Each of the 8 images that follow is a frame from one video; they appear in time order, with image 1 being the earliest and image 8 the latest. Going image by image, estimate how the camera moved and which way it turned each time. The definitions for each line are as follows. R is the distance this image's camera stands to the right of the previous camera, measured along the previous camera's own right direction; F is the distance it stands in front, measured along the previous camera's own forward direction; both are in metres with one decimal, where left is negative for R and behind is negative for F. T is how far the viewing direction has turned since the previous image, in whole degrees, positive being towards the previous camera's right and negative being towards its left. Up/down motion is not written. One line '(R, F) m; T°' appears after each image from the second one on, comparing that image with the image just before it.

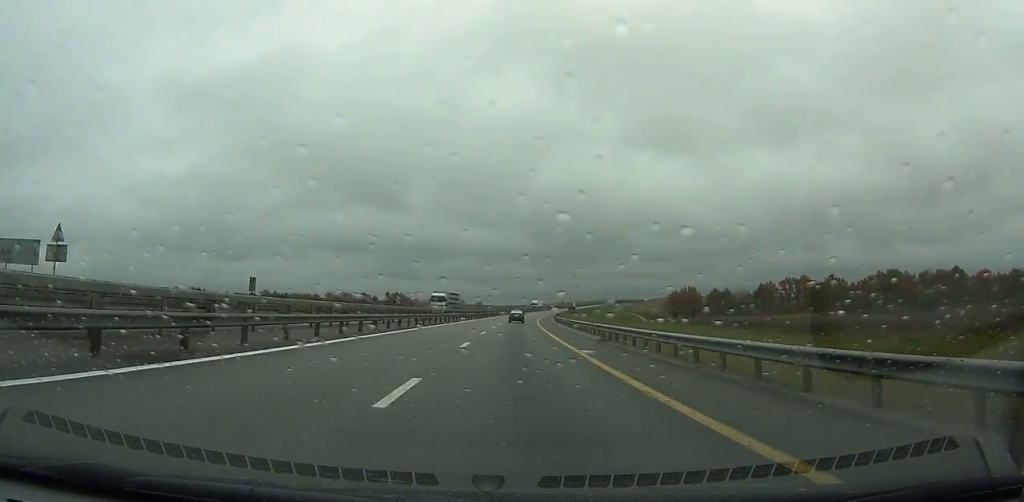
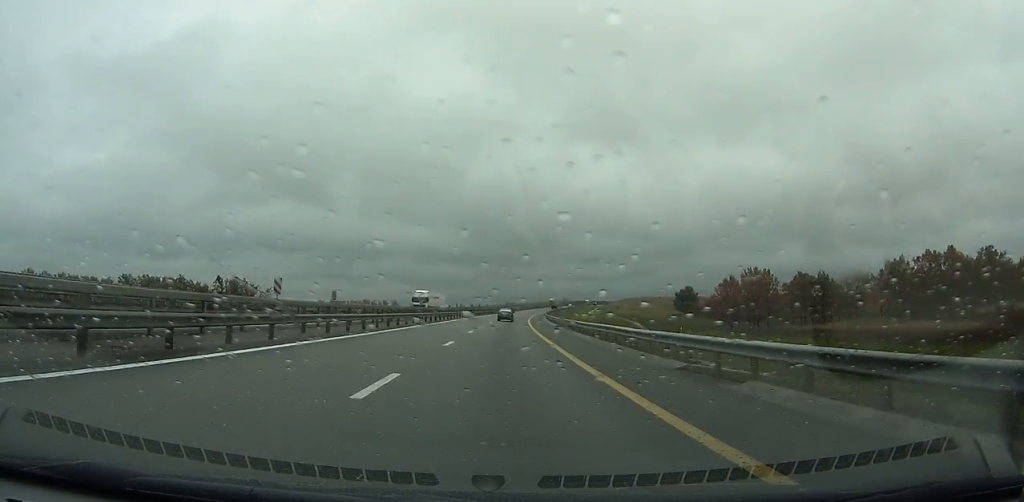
(+4.0, +102.3) m; +5°
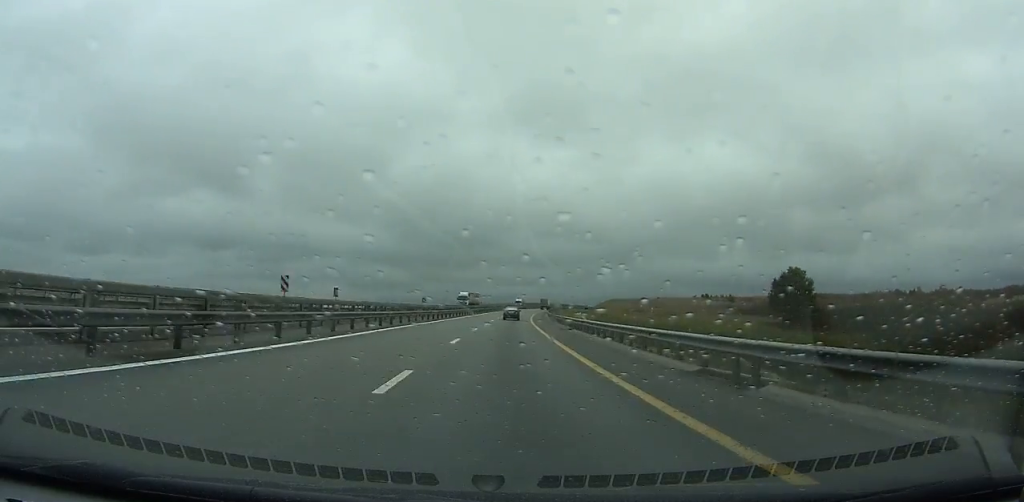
(+5.8, +115.4) m; +6°
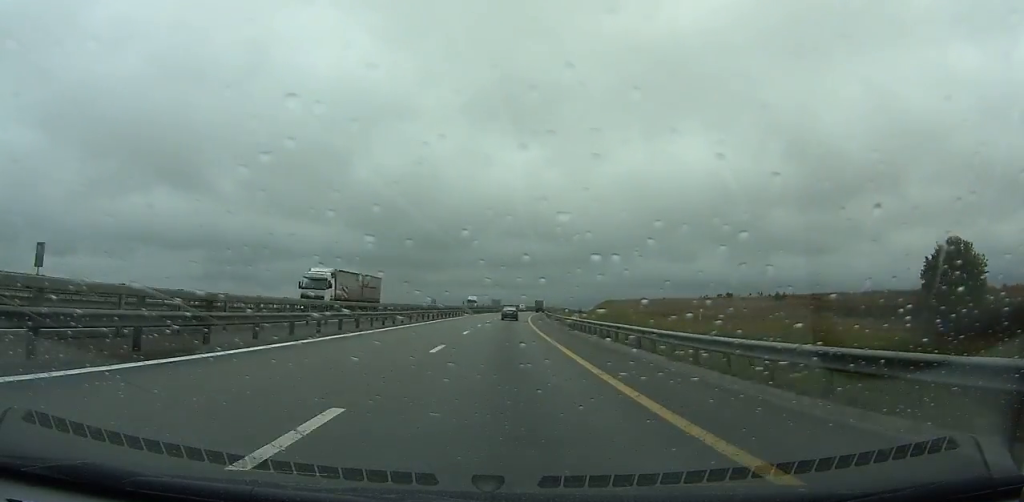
(+1.9, +50.7) m; +2°
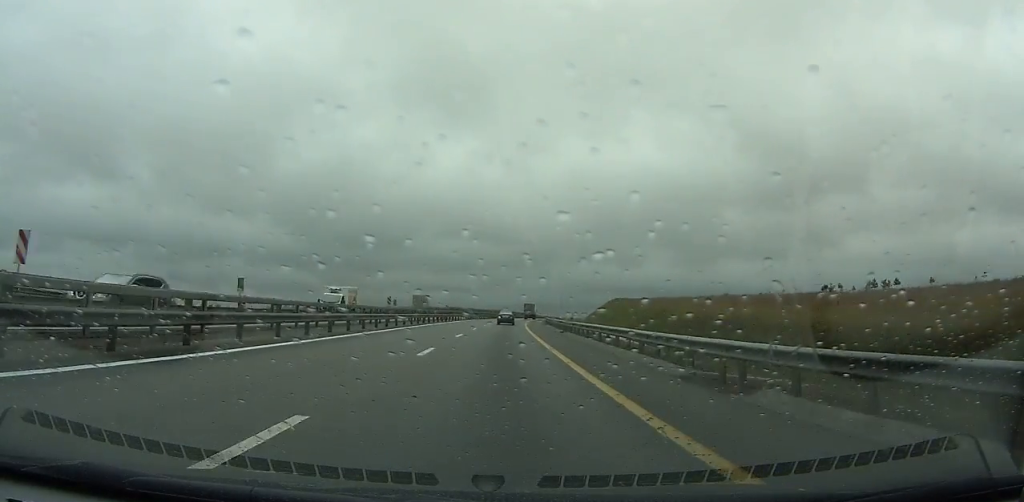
(+4.5, +106.5) m; +5°
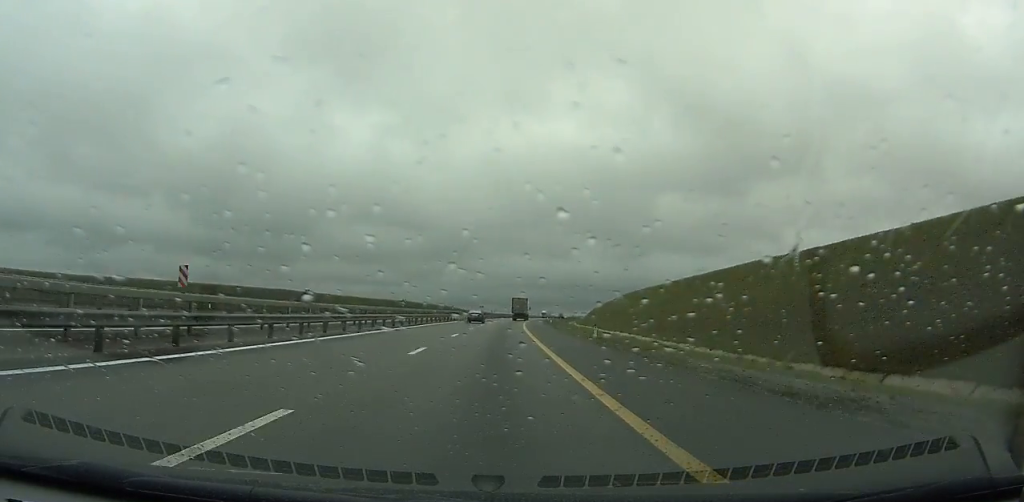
(+8.8, +141.4) m; +7°
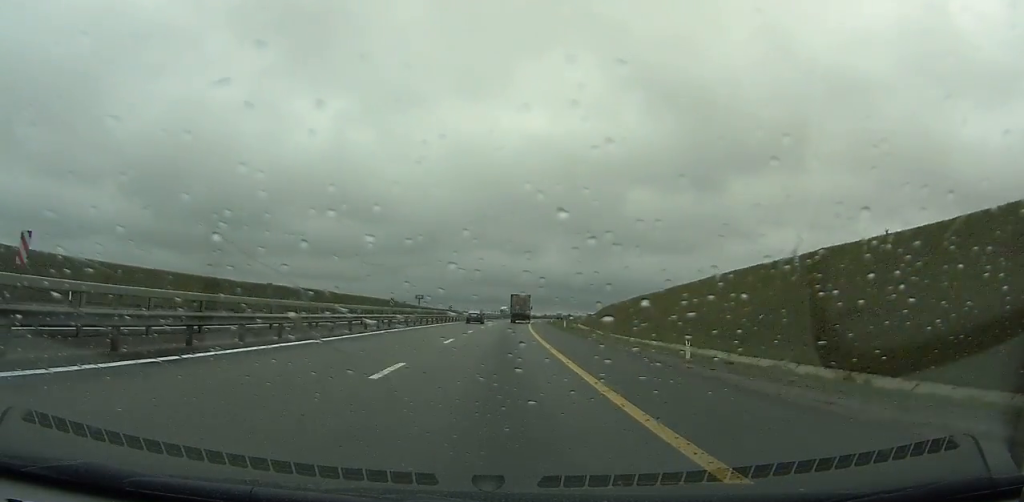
(+1.6, +64.5) m; +3°
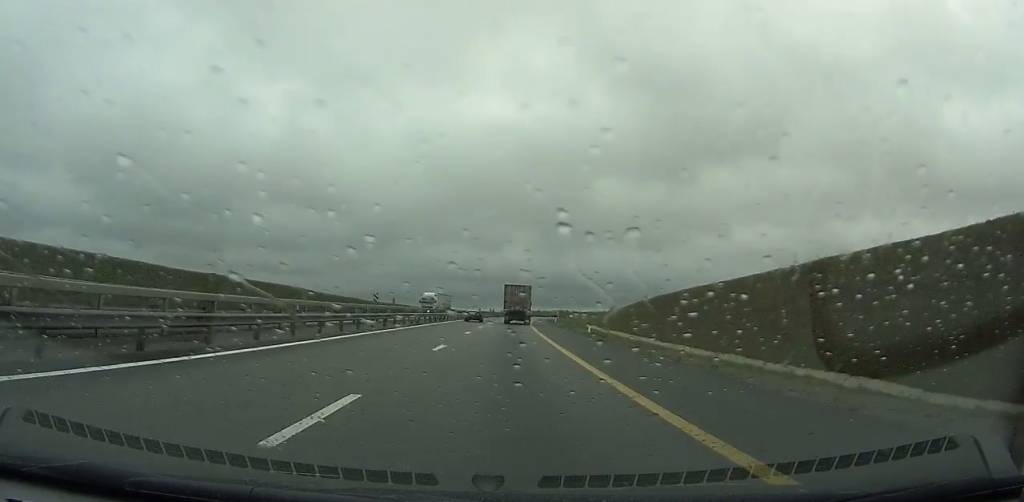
(+2.0, +65.0) m; +3°
